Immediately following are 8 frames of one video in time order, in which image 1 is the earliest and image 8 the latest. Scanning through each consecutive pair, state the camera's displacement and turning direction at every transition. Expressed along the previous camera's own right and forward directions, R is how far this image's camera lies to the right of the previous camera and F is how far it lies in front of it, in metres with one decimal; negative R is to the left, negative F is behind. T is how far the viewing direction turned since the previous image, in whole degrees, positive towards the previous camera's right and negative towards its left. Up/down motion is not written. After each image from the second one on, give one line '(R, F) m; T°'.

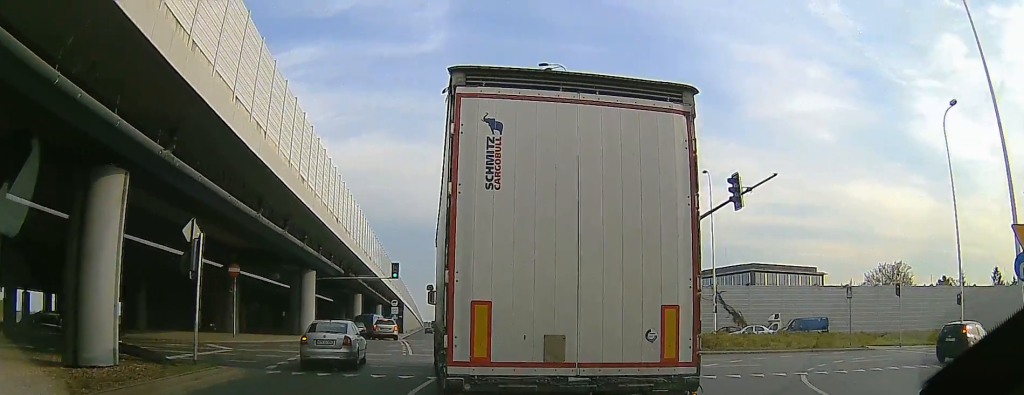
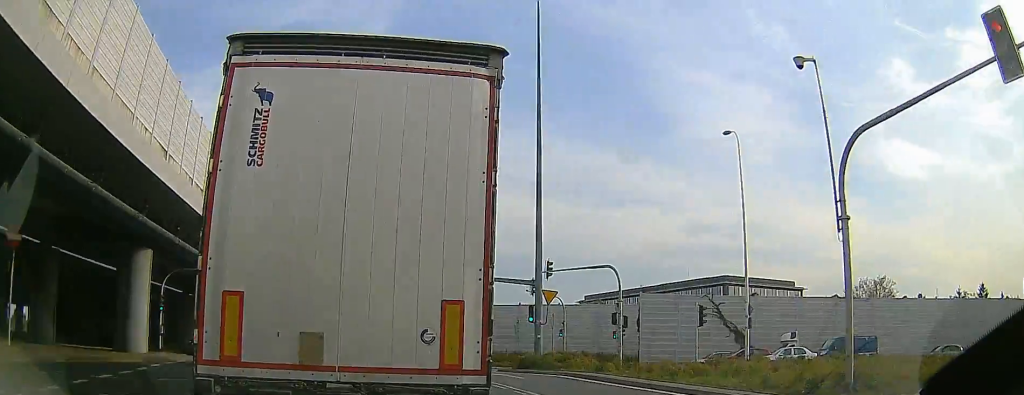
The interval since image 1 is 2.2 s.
(+0.9, +18.6) m; -2°
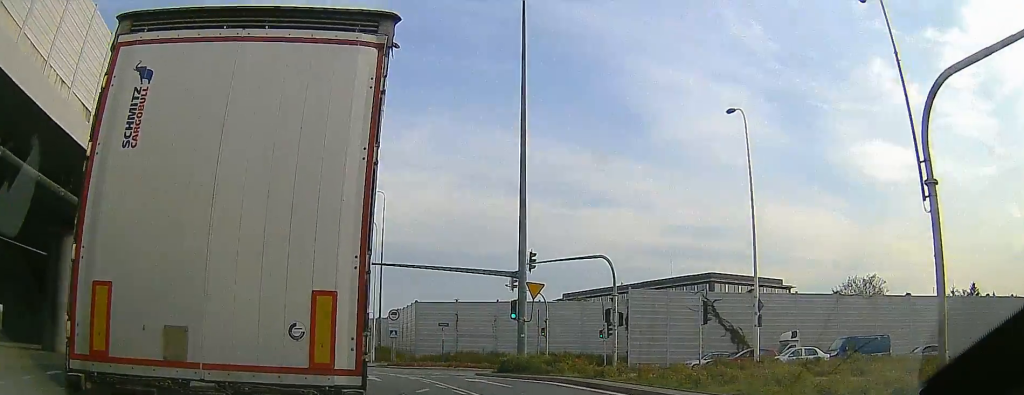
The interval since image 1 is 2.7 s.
(-0.3, +4.6) m; -2°
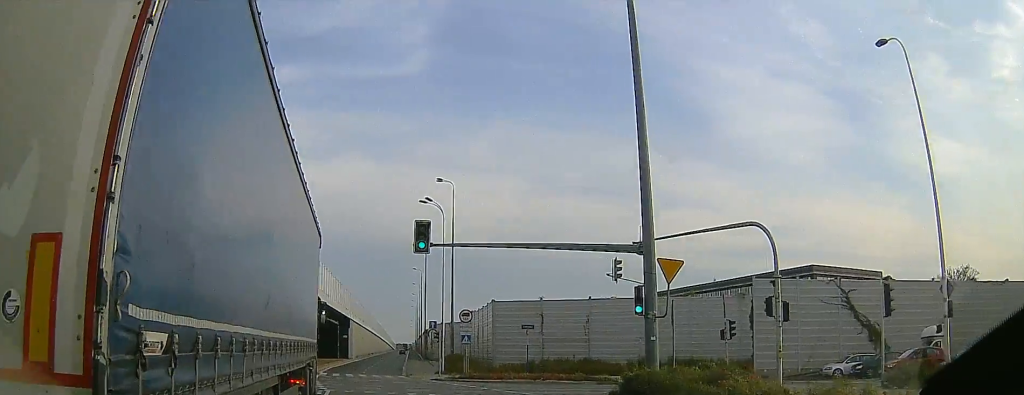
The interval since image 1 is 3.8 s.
(-0.2, +9.8) m; -1°
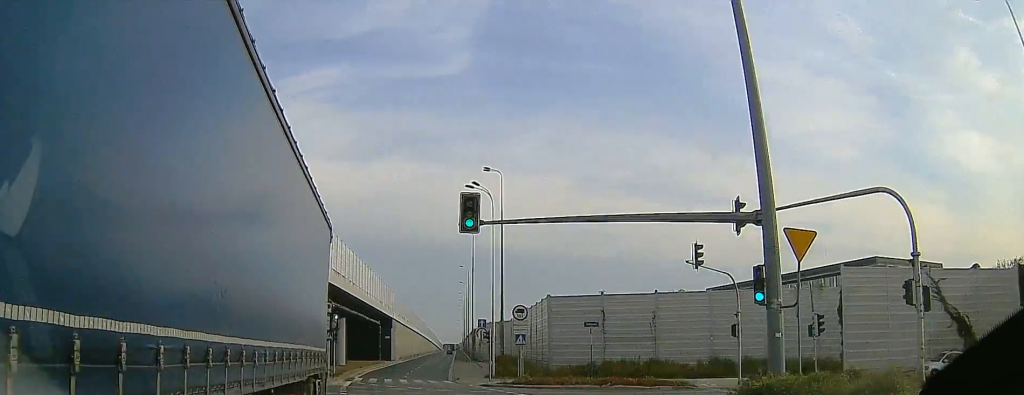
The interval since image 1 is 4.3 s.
(0.0, +4.9) m; 0°
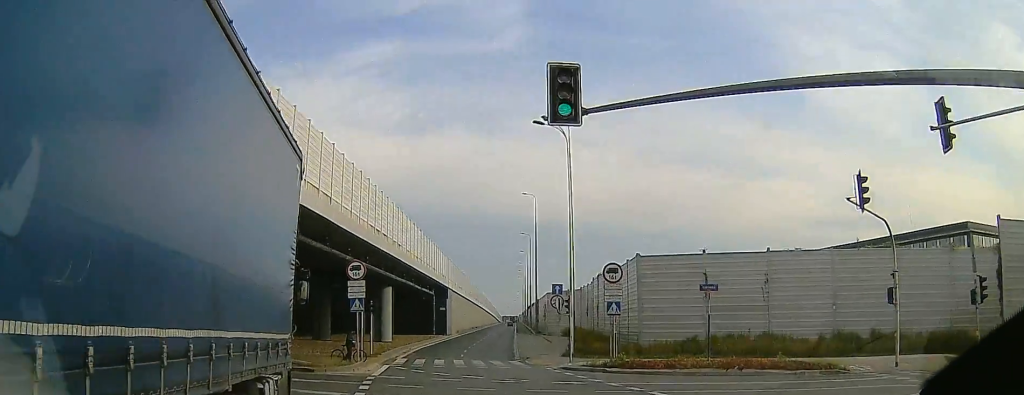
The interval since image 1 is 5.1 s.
(0.0, +8.0) m; 0°
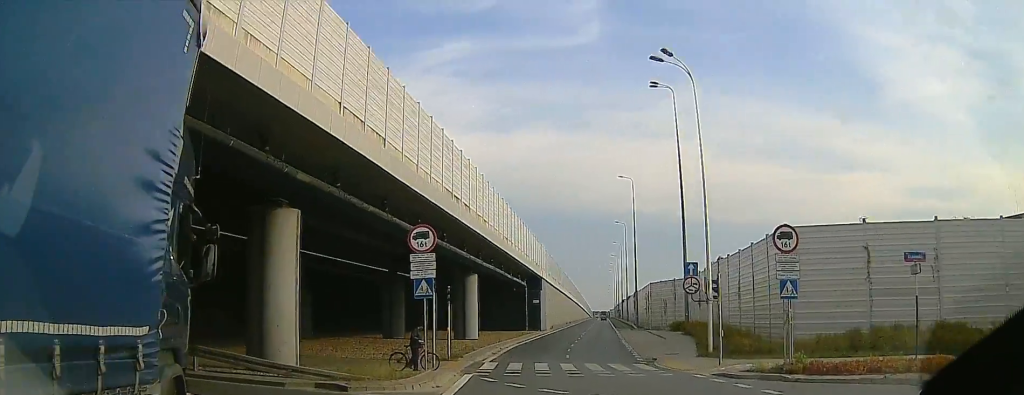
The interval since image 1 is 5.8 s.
(0.0, +8.4) m; 0°
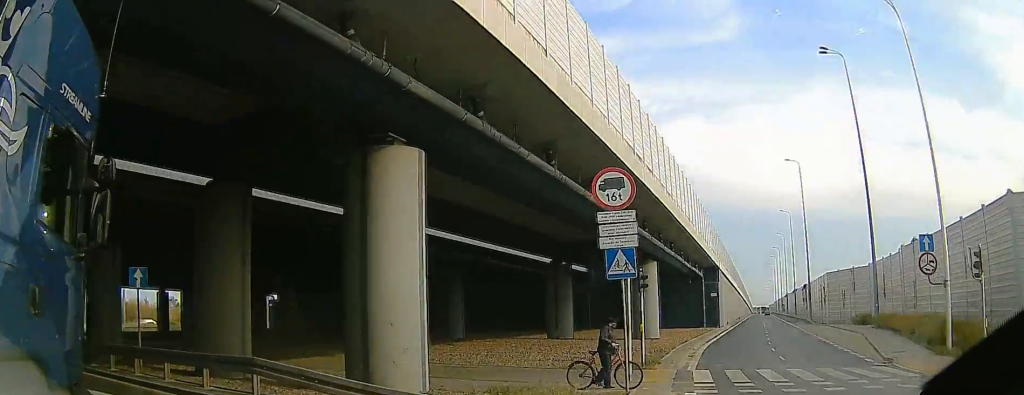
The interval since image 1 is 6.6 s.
(0.0, +6.8) m; -4°
